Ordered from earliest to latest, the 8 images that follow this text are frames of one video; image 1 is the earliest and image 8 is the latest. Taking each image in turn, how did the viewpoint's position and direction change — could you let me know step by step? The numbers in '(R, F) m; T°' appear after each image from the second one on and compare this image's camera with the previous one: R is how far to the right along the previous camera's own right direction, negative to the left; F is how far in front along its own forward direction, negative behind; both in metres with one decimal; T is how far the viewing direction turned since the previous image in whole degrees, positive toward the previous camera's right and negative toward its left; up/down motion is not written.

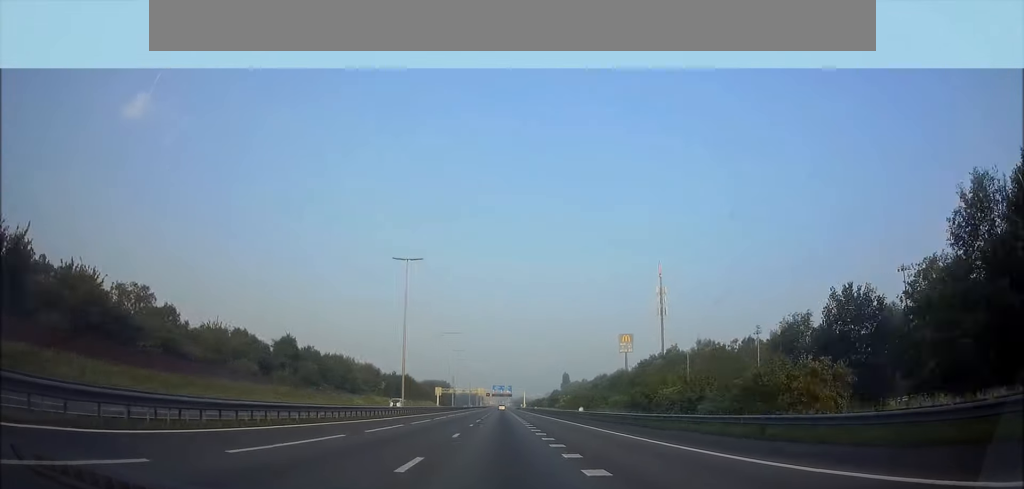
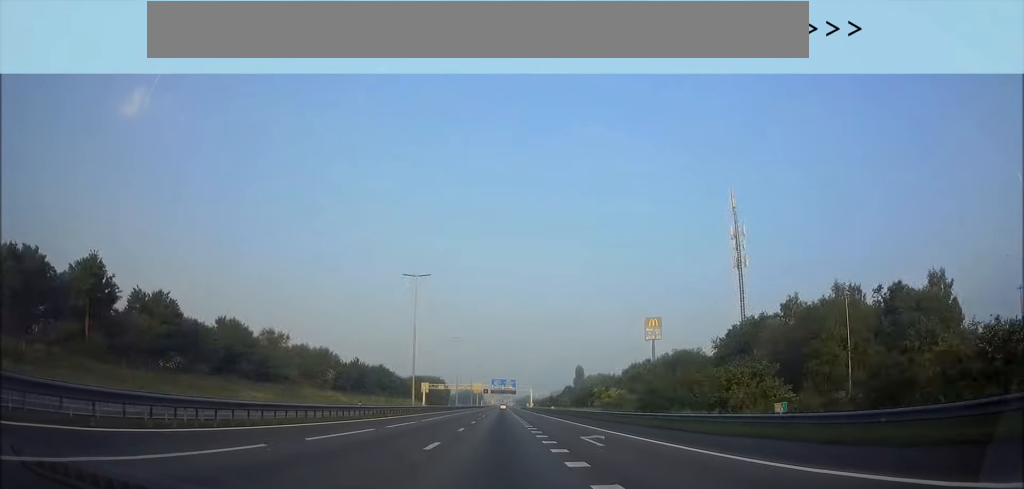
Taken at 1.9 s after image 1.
(+0.1, +54.4) m; 0°
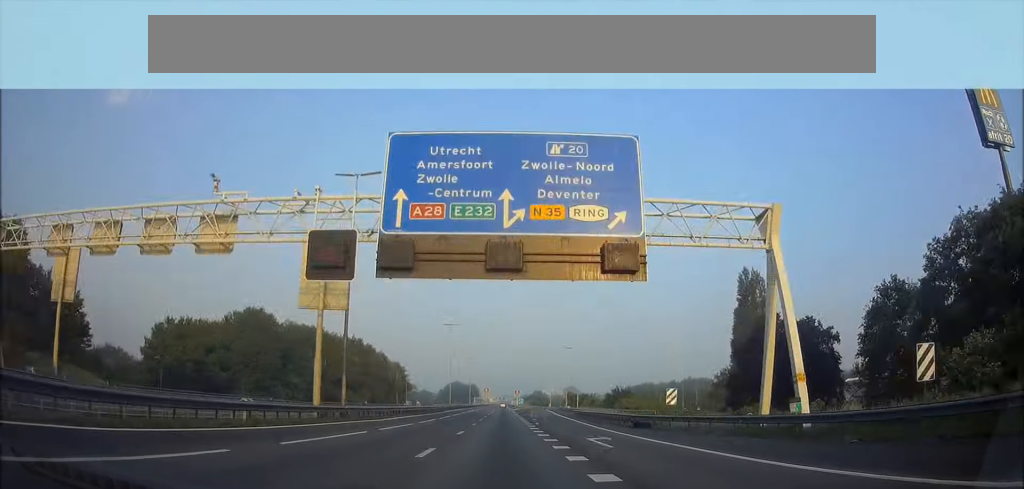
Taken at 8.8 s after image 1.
(-0.1, +202.5) m; 0°
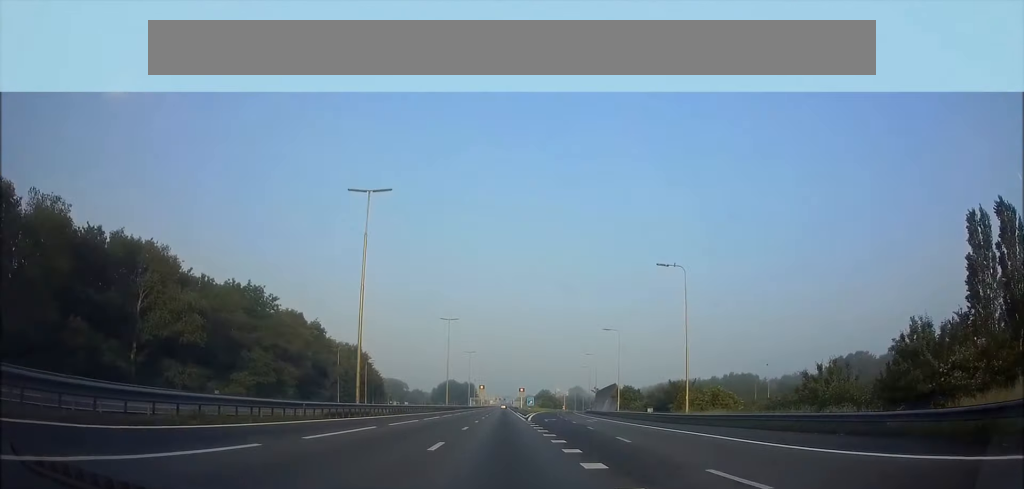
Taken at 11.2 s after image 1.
(0.0, +70.0) m; 0°
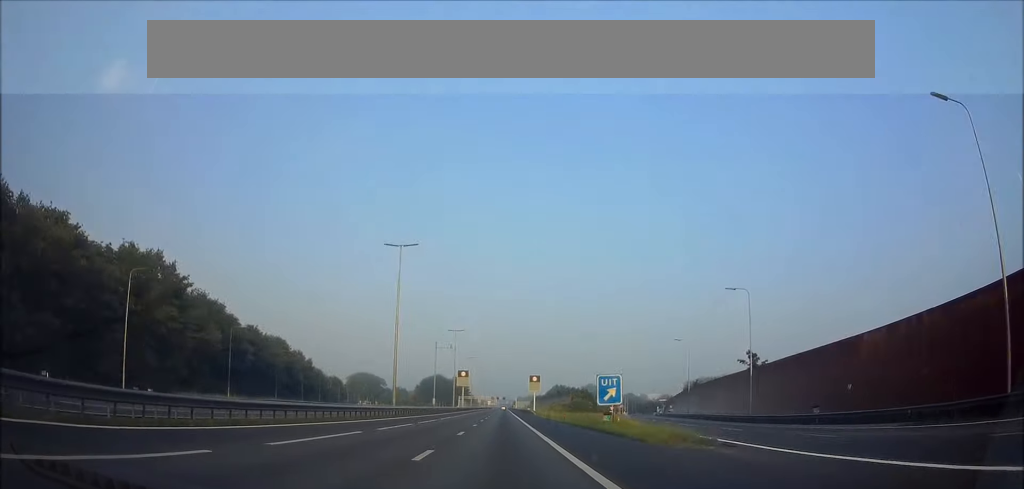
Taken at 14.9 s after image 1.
(0.0, +109.0) m; 0°
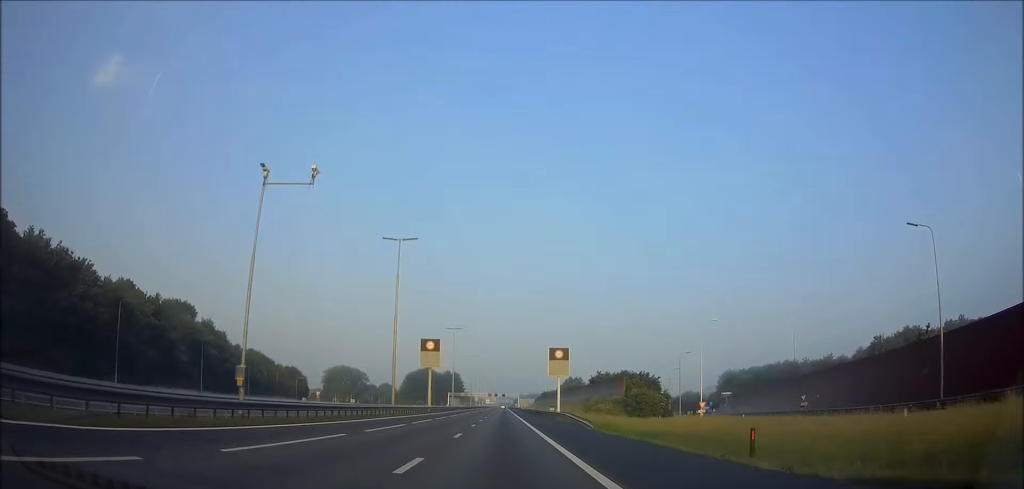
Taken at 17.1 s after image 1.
(-0.1, +62.2) m; 0°
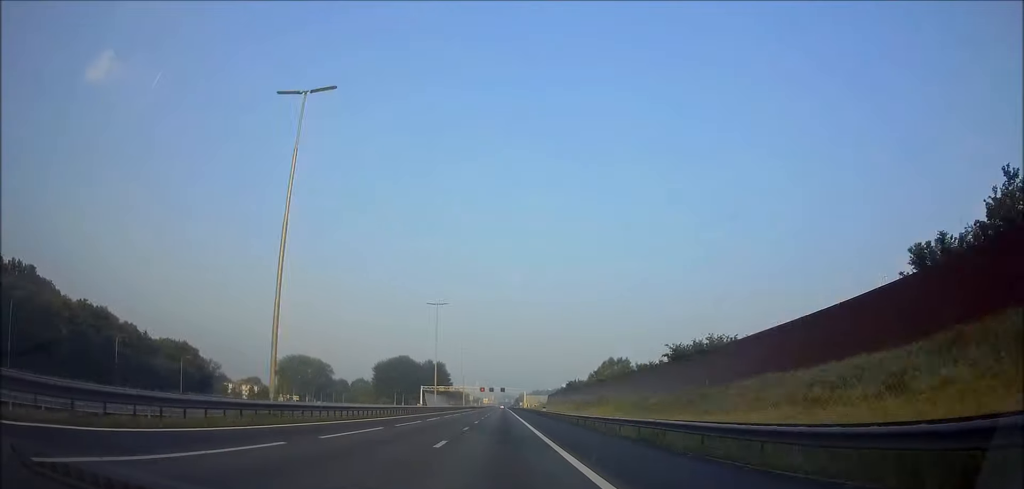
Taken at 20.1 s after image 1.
(+0.1, +89.4) m; 0°
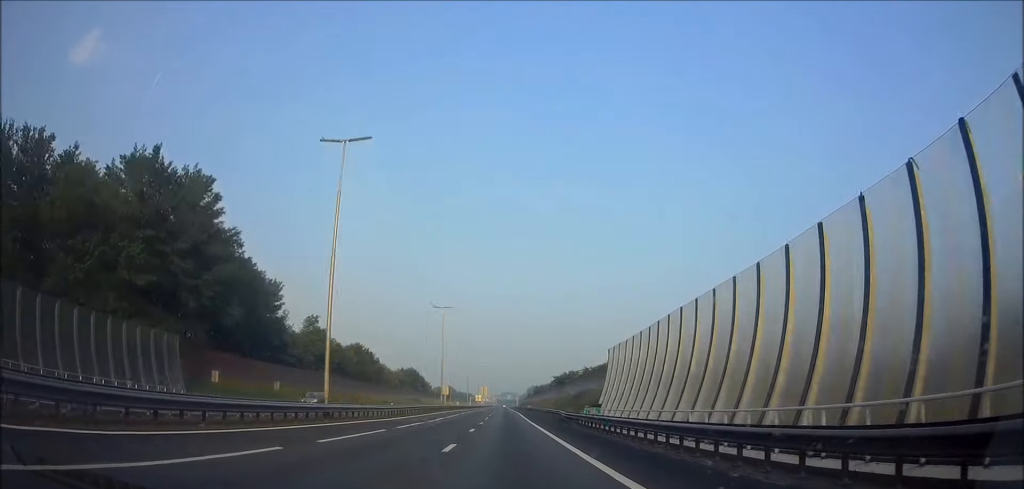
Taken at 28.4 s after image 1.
(+0.3, +241.0) m; 0°
